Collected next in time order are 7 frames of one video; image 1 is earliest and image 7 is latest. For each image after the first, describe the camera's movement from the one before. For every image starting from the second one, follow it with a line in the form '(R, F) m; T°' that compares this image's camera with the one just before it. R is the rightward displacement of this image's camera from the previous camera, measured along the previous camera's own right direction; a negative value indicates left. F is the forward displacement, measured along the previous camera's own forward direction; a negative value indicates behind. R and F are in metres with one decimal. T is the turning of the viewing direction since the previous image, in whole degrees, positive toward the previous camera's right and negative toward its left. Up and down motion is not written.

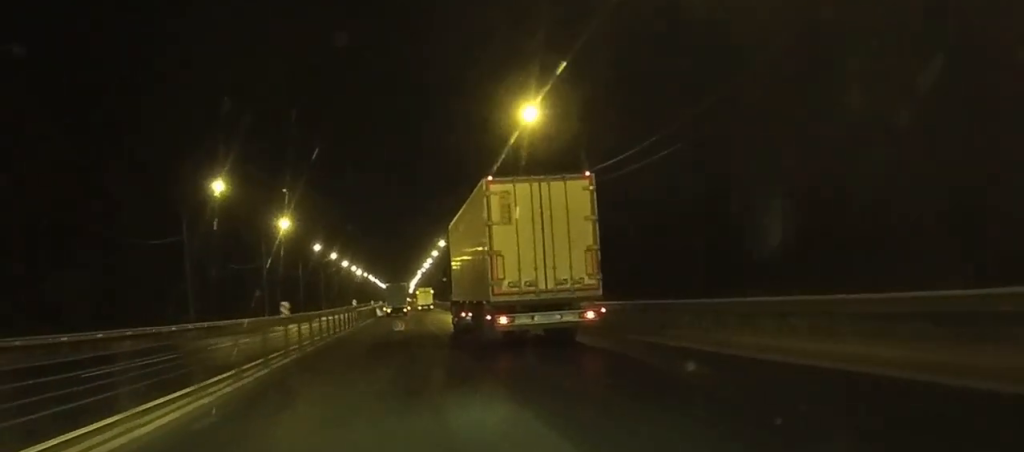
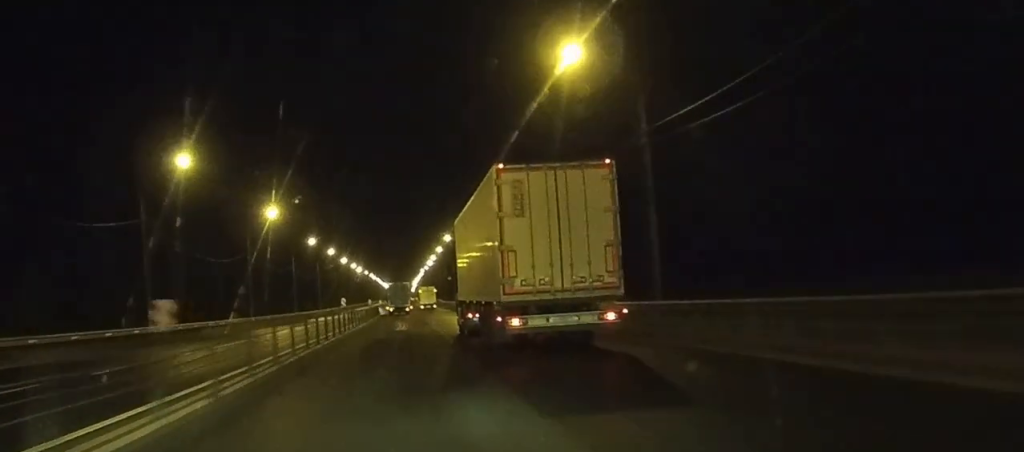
(0.0, +11.2) m; 0°
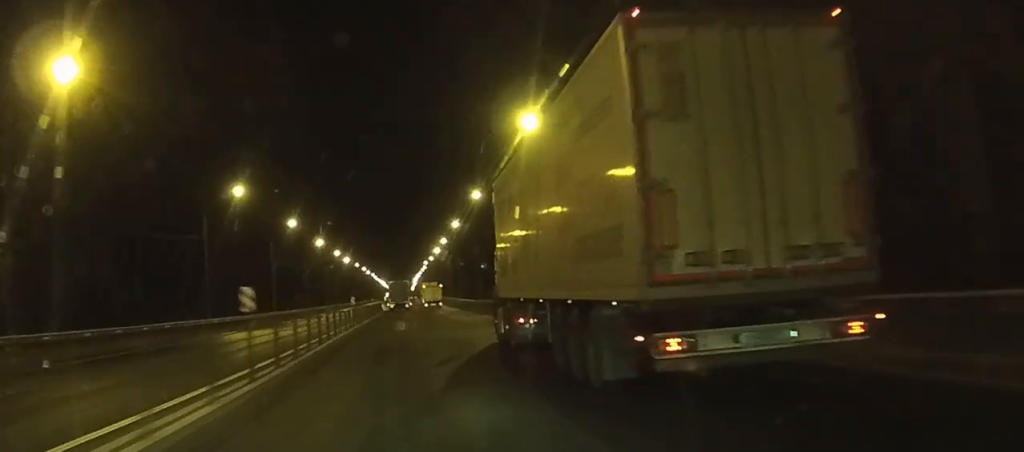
(0.0, +55.1) m; 0°
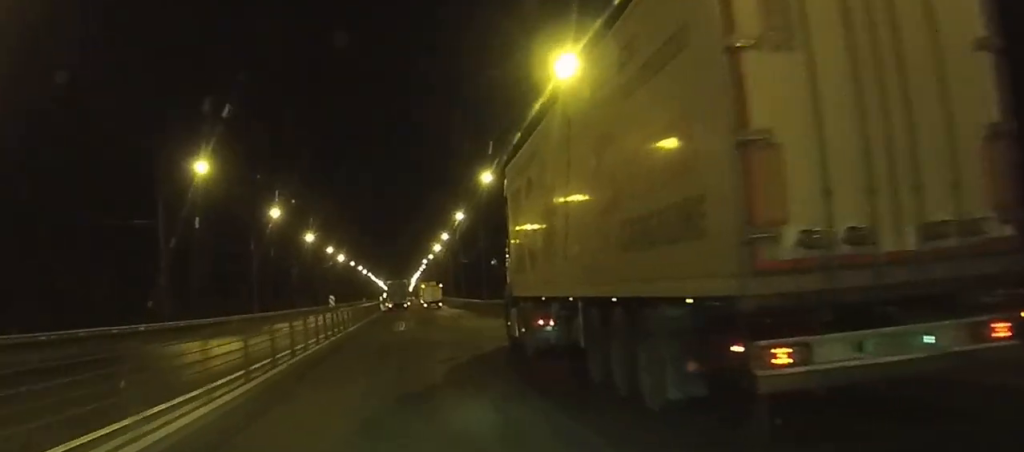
(0.0, +12.2) m; 0°
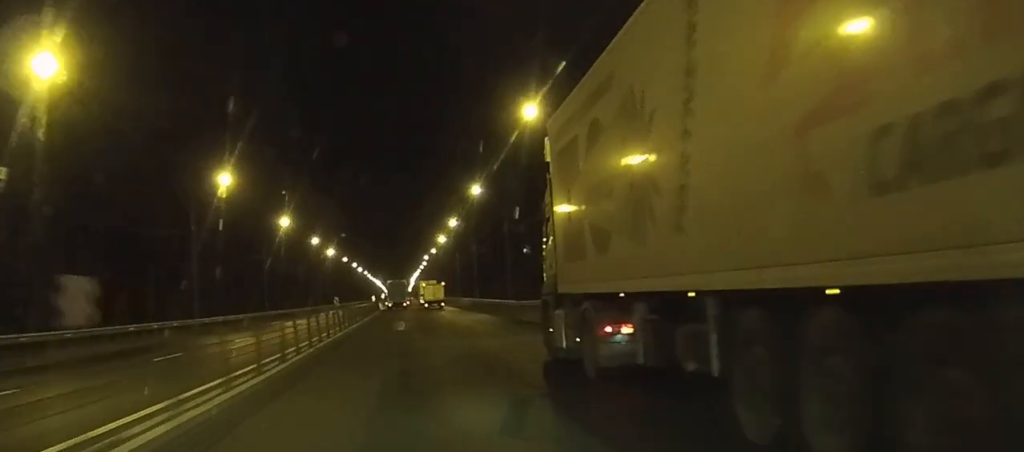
(0.0, +25.2) m; 0°
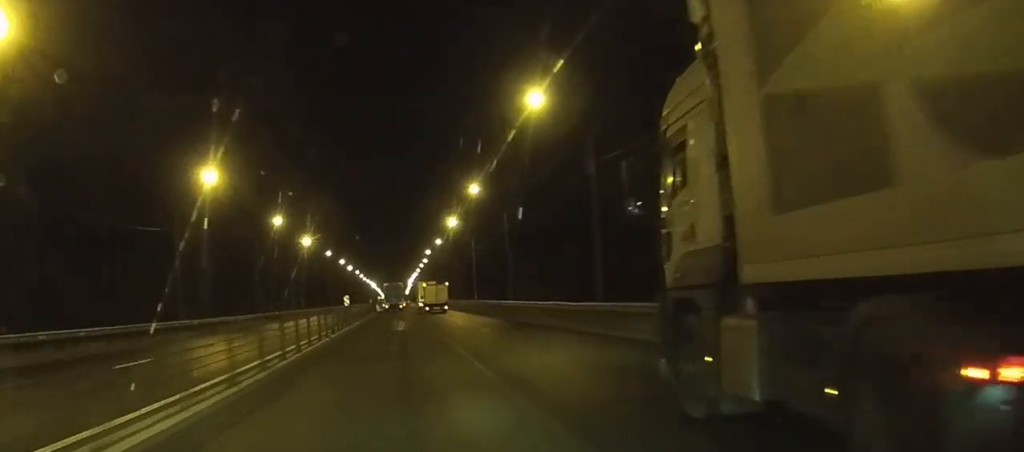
(+0.2, +37.7) m; +1°
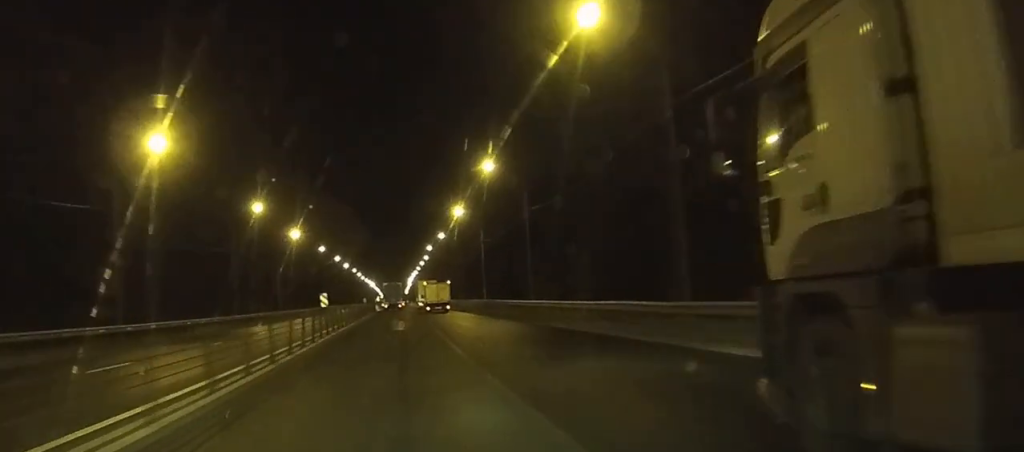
(0.0, +13.2) m; 0°
